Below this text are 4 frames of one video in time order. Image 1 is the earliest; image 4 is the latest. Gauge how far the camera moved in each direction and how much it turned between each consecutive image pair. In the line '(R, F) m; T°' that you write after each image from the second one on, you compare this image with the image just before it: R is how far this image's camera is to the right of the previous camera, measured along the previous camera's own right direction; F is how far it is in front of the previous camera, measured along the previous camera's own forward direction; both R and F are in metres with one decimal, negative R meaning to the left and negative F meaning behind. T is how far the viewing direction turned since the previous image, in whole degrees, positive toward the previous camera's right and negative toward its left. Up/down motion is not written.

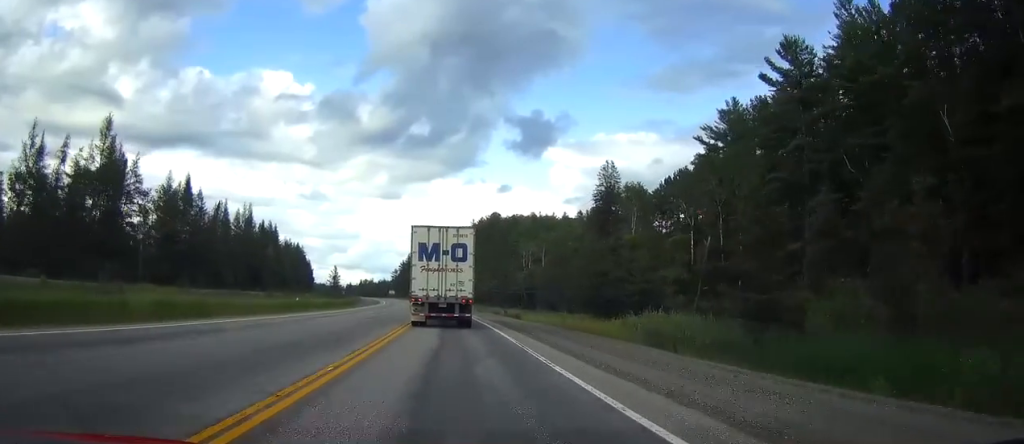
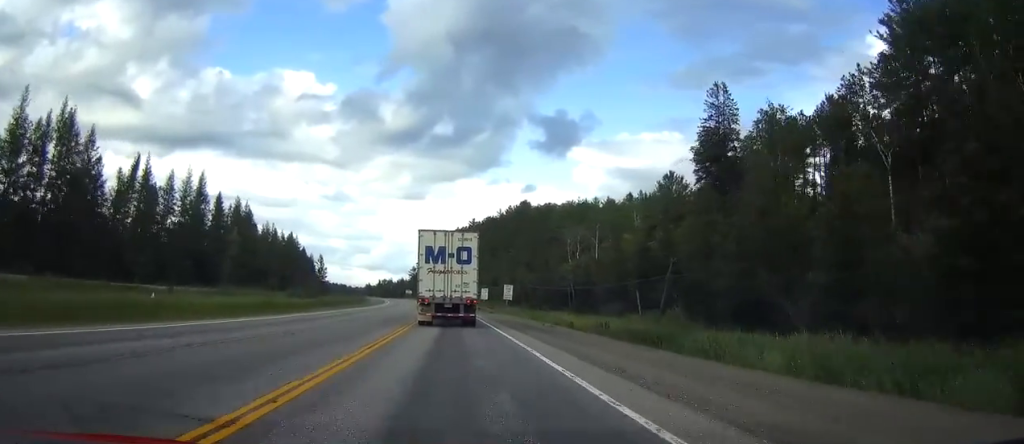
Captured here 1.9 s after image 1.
(-1.1, +46.9) m; -3°
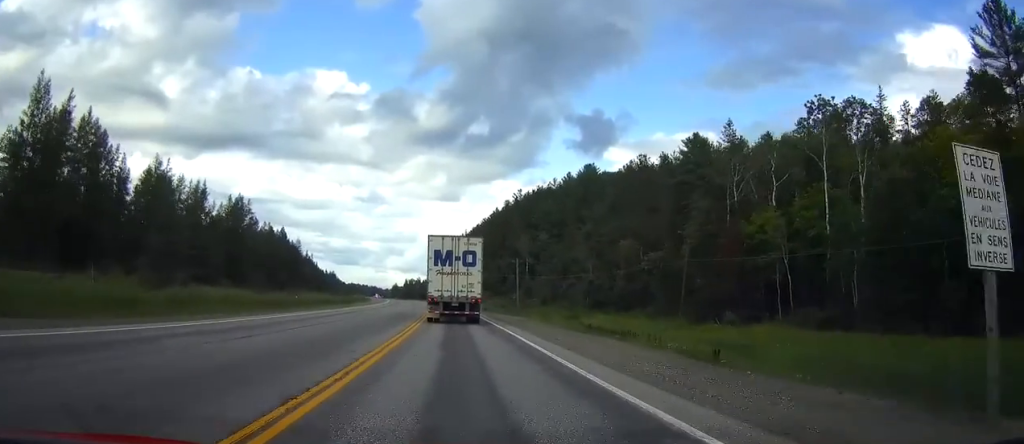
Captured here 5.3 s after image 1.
(-1.8, +88.1) m; -2°
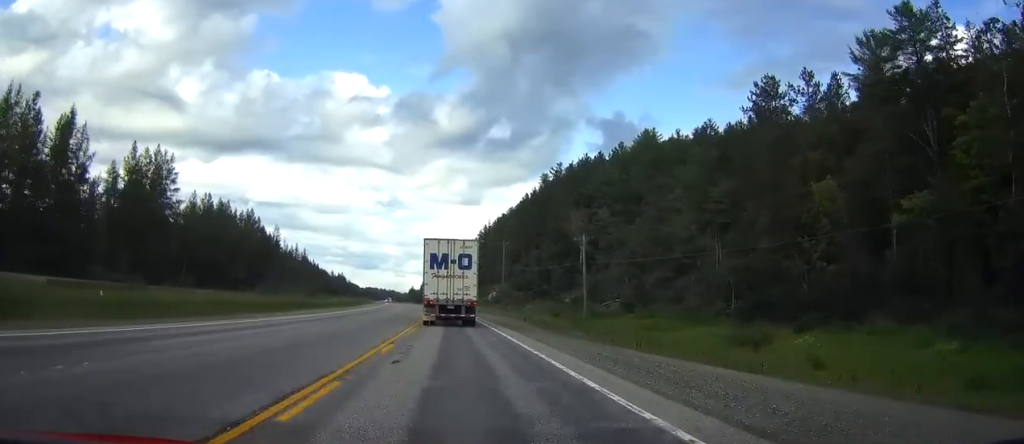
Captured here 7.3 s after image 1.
(-0.9, +52.4) m; -2°
